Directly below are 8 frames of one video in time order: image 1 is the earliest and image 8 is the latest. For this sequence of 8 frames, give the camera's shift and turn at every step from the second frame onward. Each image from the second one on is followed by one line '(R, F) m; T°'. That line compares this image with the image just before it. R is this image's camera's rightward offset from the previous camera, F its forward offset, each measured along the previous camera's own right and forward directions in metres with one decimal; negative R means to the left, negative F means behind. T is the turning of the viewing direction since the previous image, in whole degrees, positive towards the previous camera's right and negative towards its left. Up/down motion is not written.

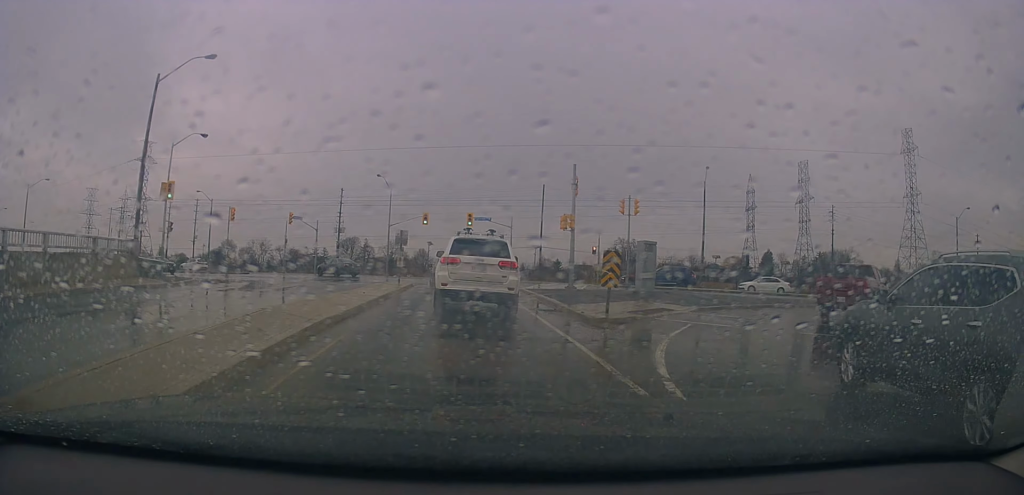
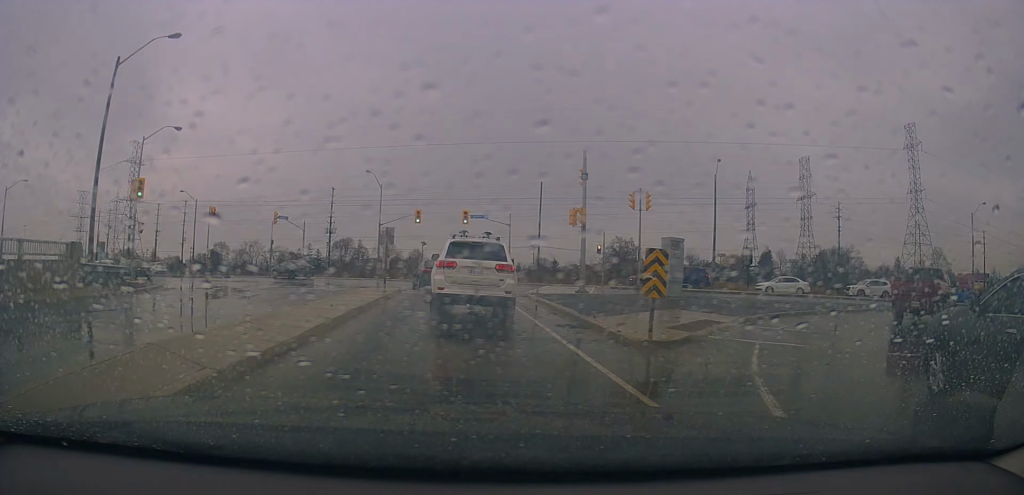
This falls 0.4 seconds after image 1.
(+0.1, +3.8) m; -1°
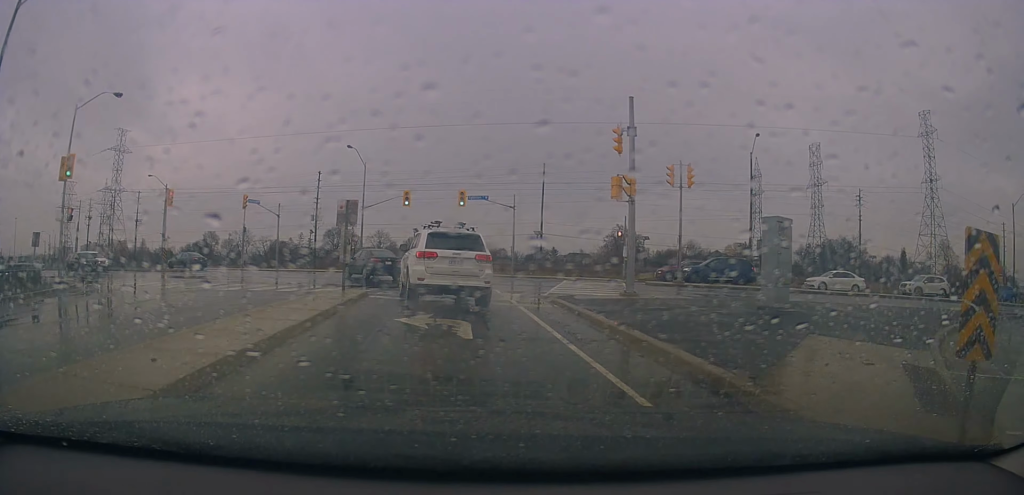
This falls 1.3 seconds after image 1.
(-0.2, +7.5) m; -8°
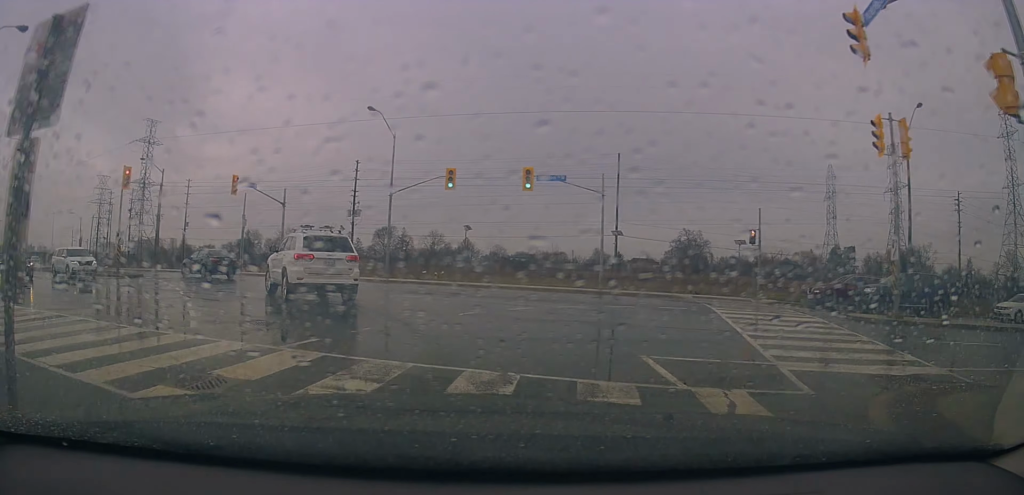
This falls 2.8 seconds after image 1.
(-2.3, +14.0) m; -19°
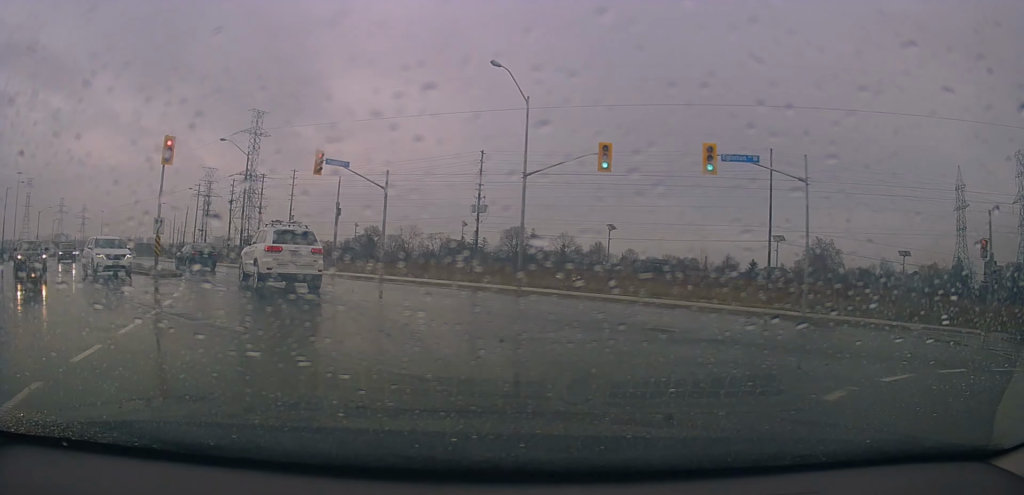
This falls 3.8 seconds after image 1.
(-1.2, +9.4) m; -15°
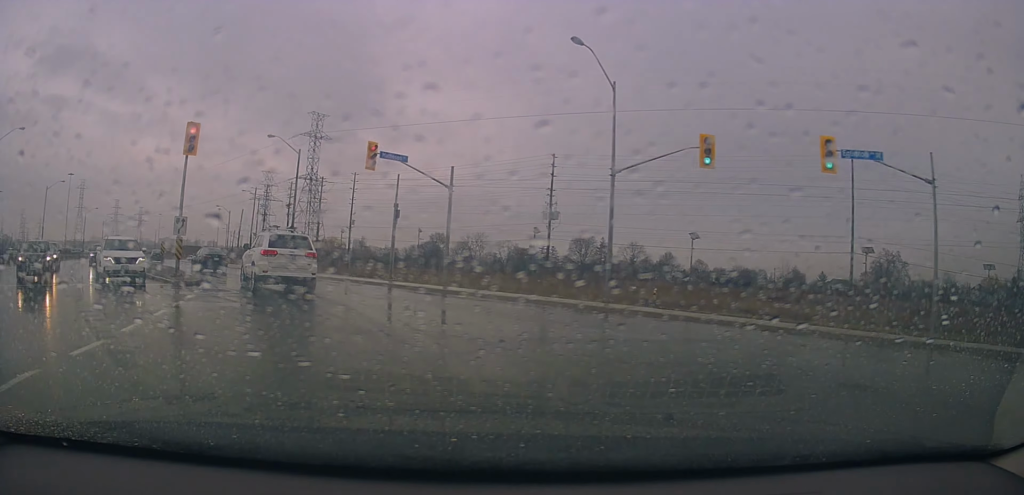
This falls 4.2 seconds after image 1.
(0.0, +4.1) m; -7°
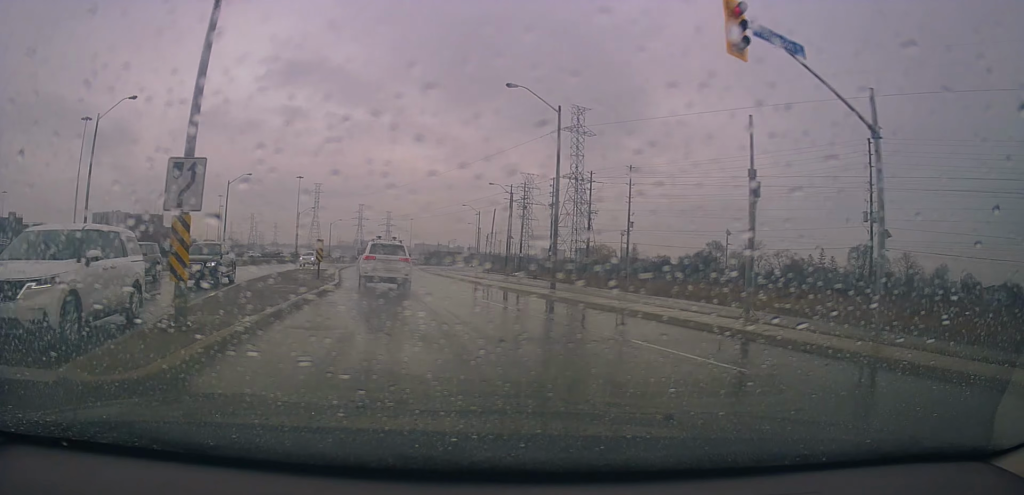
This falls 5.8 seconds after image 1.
(-3.0, +17.6) m; -14°
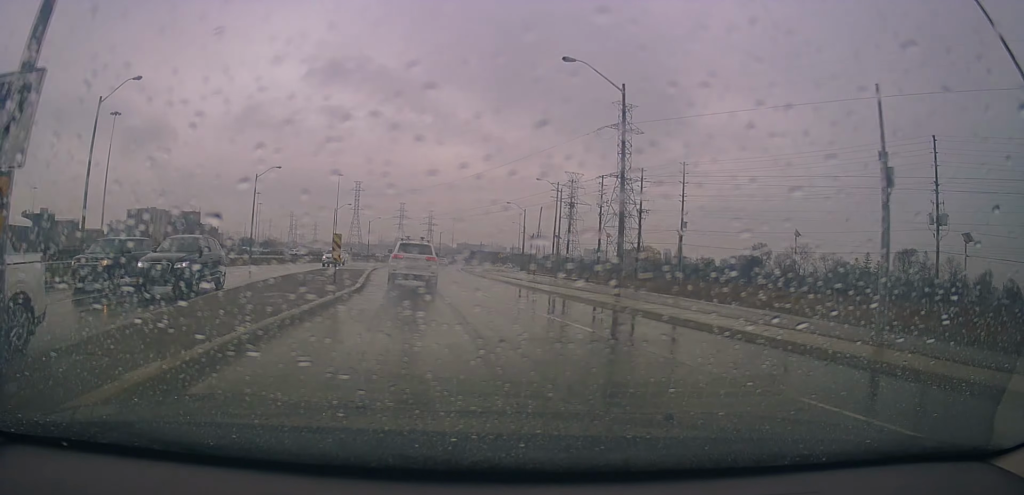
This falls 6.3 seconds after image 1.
(-0.1, +4.9) m; -2°
